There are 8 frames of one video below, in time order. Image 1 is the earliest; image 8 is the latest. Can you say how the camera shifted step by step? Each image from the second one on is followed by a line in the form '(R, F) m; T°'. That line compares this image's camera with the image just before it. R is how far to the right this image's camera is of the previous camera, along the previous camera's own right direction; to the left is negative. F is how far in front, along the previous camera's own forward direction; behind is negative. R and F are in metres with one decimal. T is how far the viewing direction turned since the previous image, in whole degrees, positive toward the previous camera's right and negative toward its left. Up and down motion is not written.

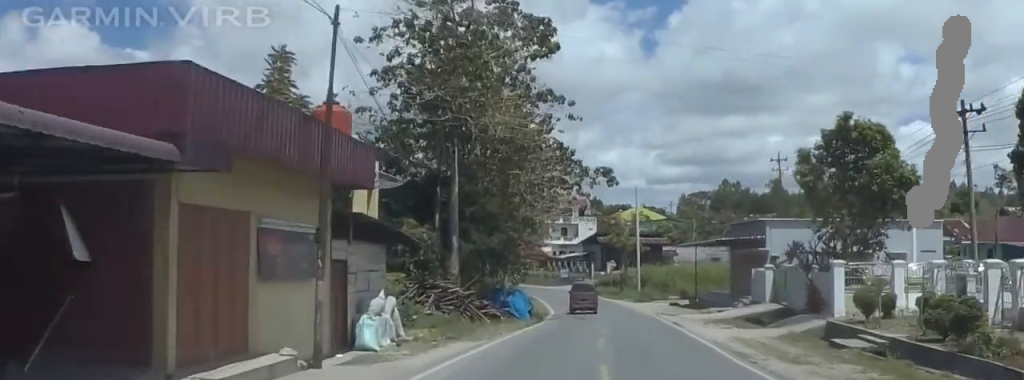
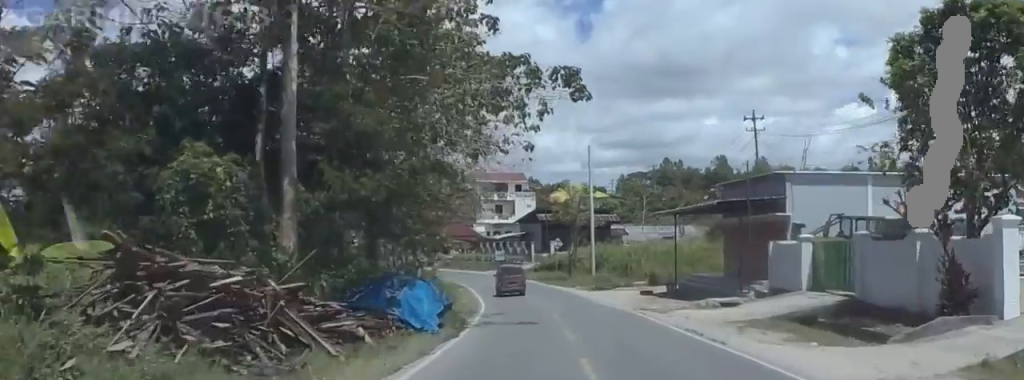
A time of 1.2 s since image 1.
(+0.2, +17.3) m; 0°
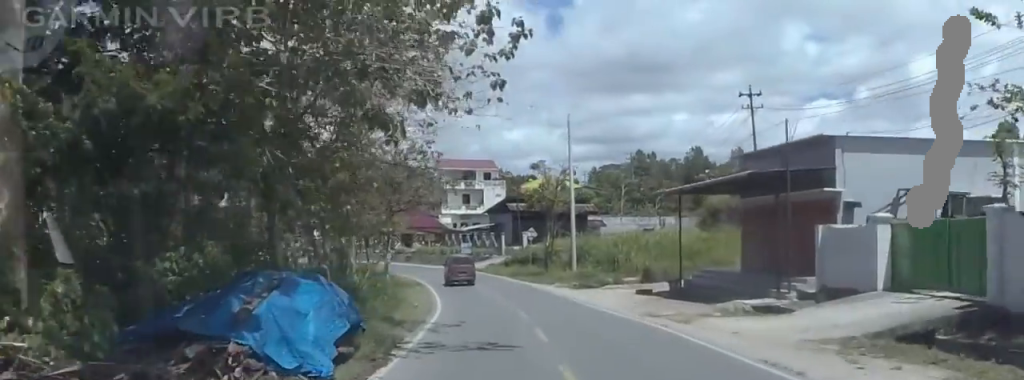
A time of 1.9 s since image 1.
(-0.2, +10.0) m; 0°
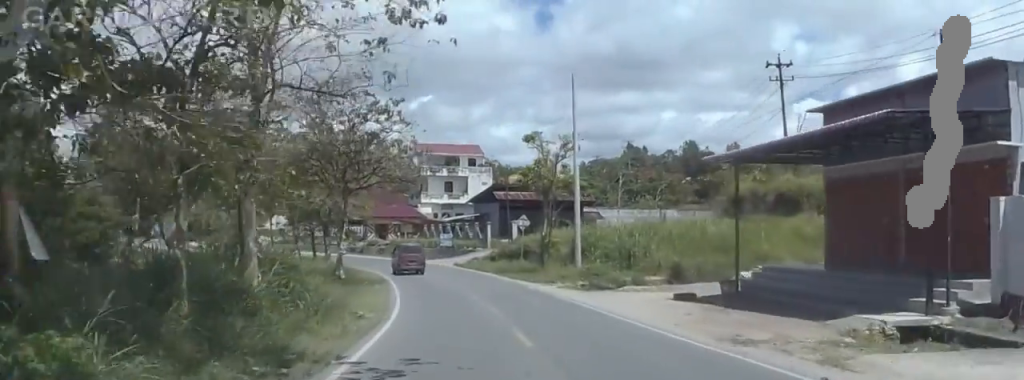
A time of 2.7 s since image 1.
(+0.2, +11.7) m; +3°
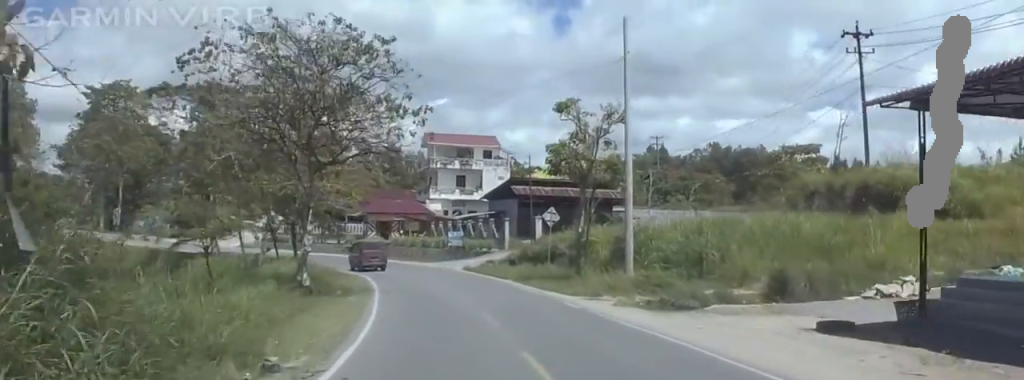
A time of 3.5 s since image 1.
(+0.4, +11.8) m; +2°
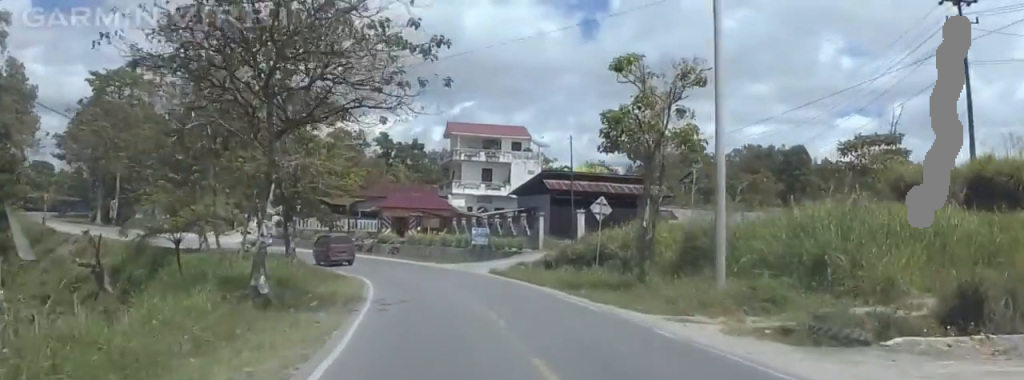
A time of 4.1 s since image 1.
(+0.7, +9.6) m; -1°
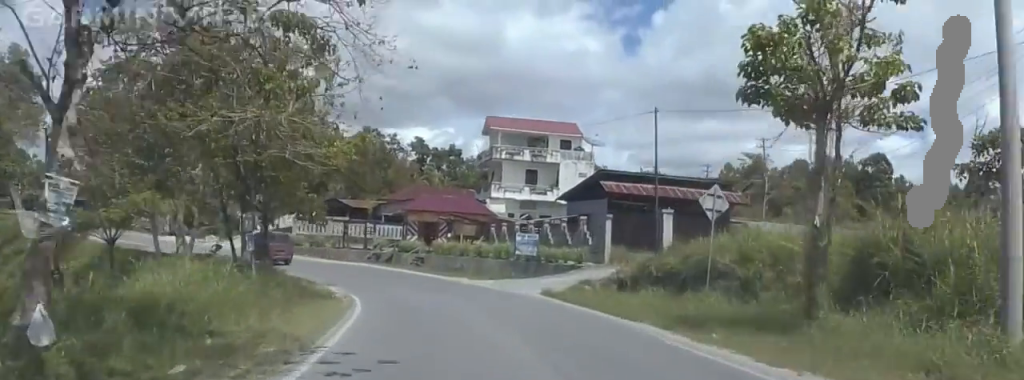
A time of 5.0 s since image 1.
(-1.1, +12.6) m; -4°
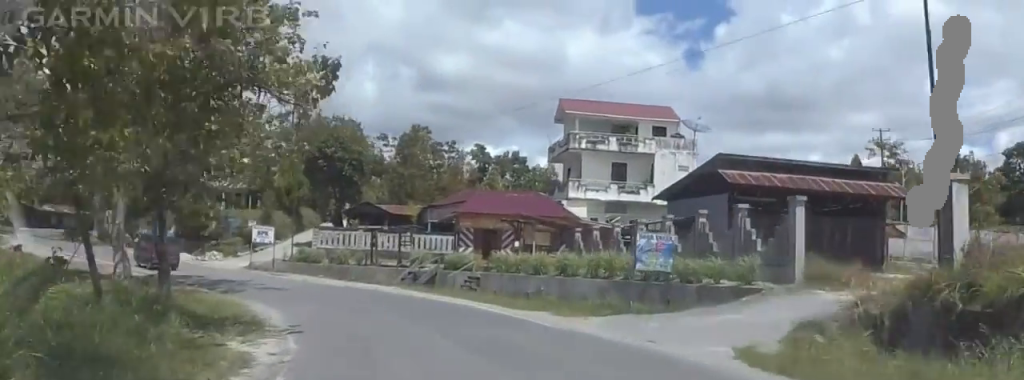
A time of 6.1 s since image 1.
(-0.3, +17.3) m; -6°
